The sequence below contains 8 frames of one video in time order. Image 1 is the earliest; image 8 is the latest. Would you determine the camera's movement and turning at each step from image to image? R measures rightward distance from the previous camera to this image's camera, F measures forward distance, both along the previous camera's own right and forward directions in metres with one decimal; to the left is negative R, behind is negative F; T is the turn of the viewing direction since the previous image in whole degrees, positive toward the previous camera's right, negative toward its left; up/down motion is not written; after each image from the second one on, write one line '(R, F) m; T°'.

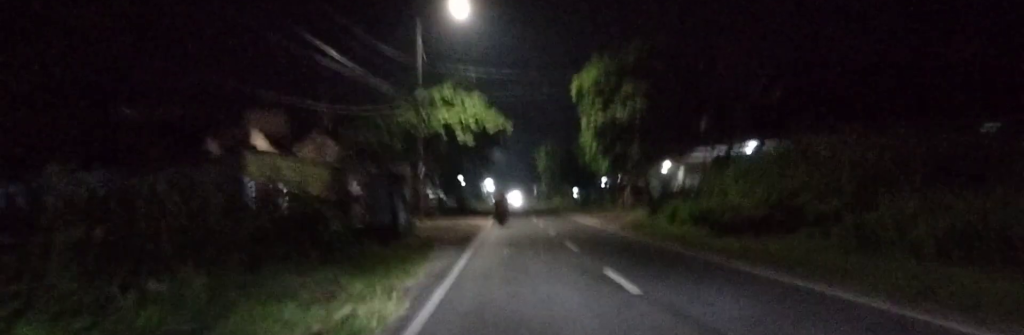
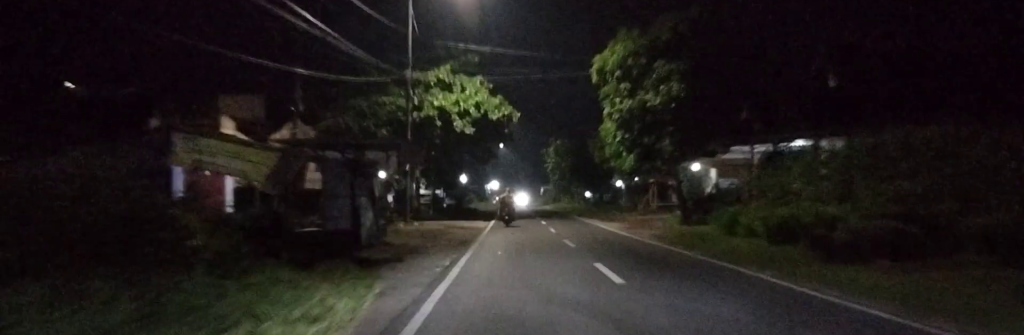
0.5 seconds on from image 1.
(0.0, +6.3) m; -1°
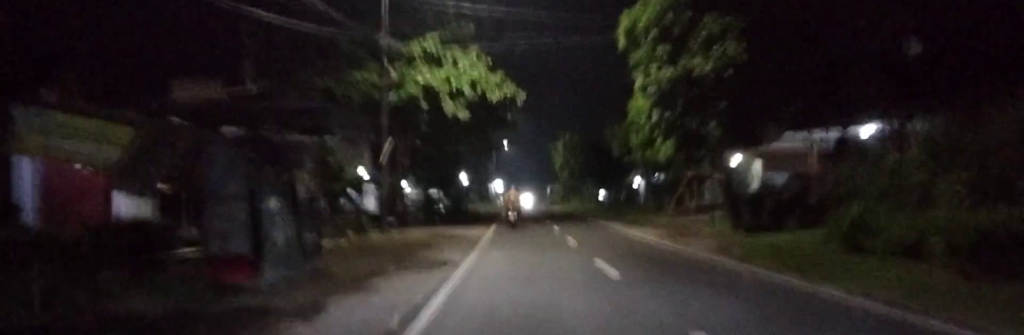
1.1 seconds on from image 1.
(0.0, +6.7) m; -1°
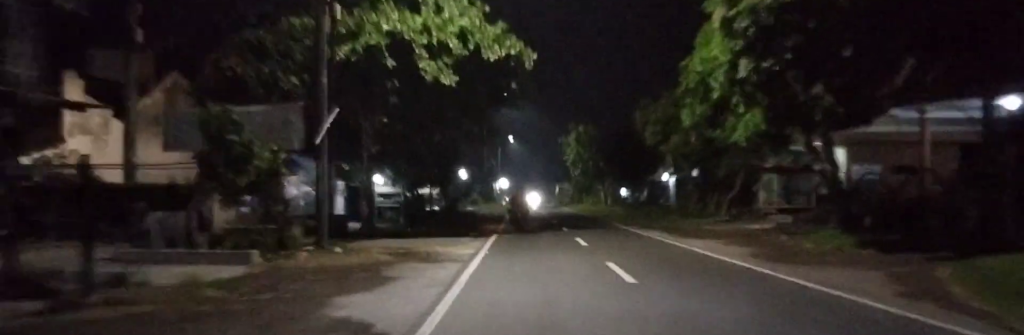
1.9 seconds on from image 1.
(-0.1, +8.7) m; -1°
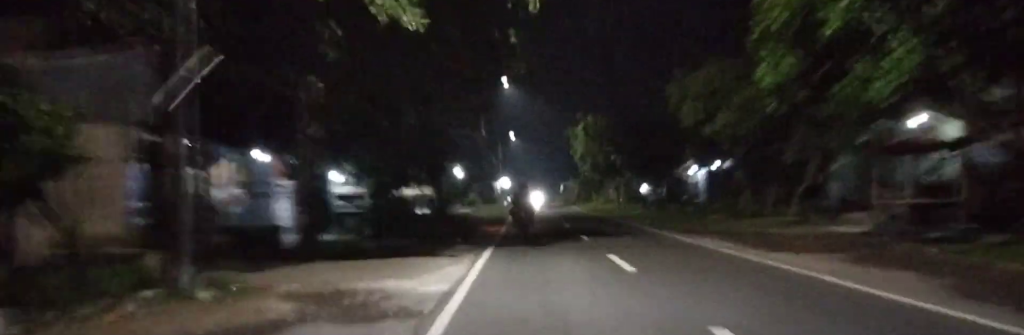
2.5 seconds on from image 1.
(-0.1, +7.1) m; 0°
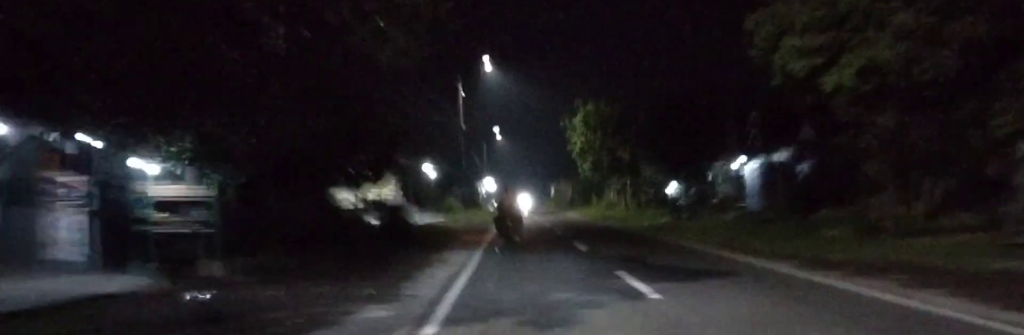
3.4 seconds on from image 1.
(+0.1, +10.3) m; +1°
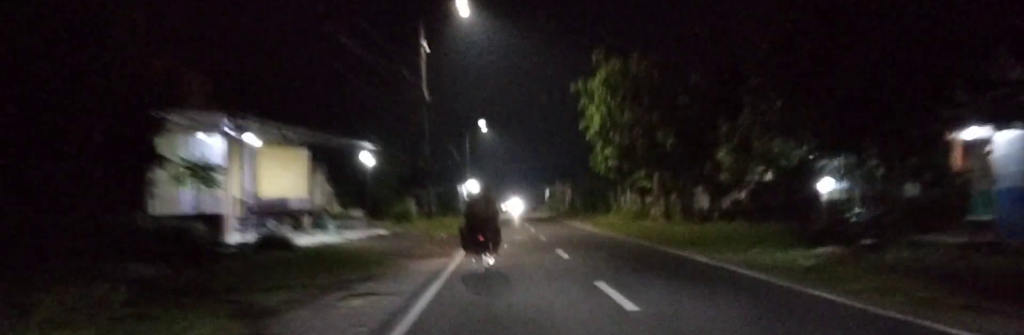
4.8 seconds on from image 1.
(+0.2, +16.6) m; +2°
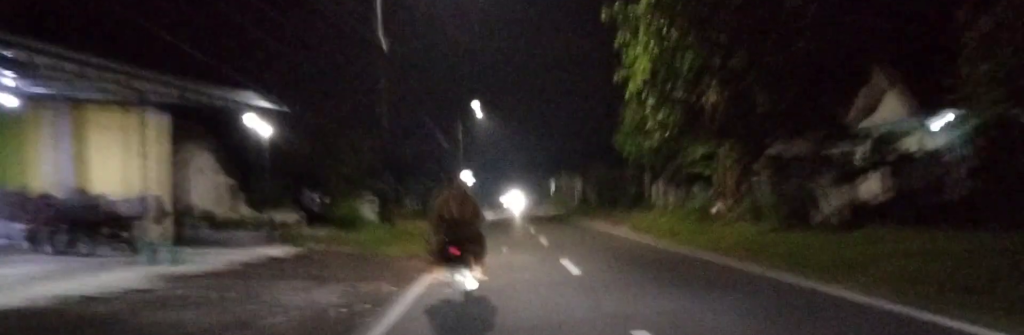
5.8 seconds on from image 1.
(+0.2, +12.1) m; +2°
